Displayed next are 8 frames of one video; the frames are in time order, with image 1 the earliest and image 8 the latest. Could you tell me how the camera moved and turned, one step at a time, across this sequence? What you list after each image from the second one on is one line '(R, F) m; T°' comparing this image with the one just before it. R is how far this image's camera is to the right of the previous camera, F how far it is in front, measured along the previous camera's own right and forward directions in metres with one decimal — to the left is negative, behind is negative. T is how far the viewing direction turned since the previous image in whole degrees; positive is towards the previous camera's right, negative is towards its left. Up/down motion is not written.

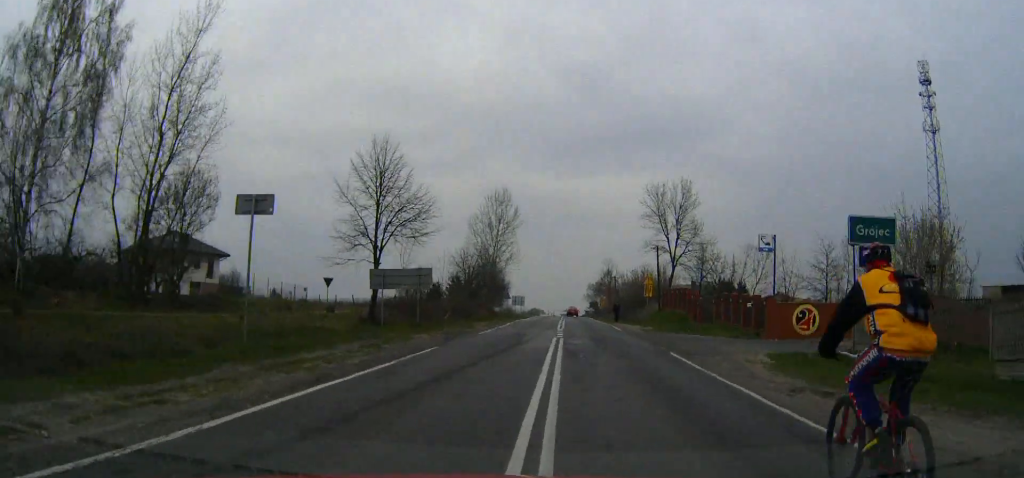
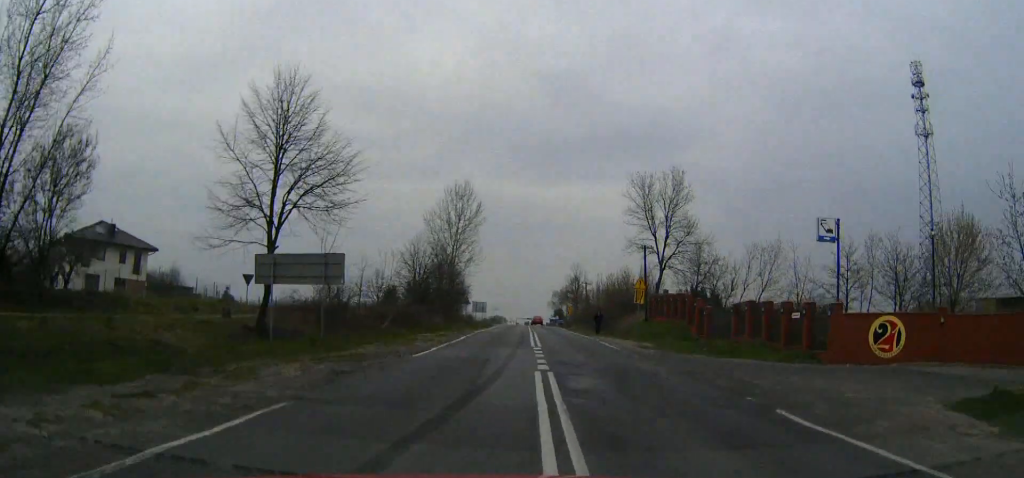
(0.0, +10.5) m; +2°
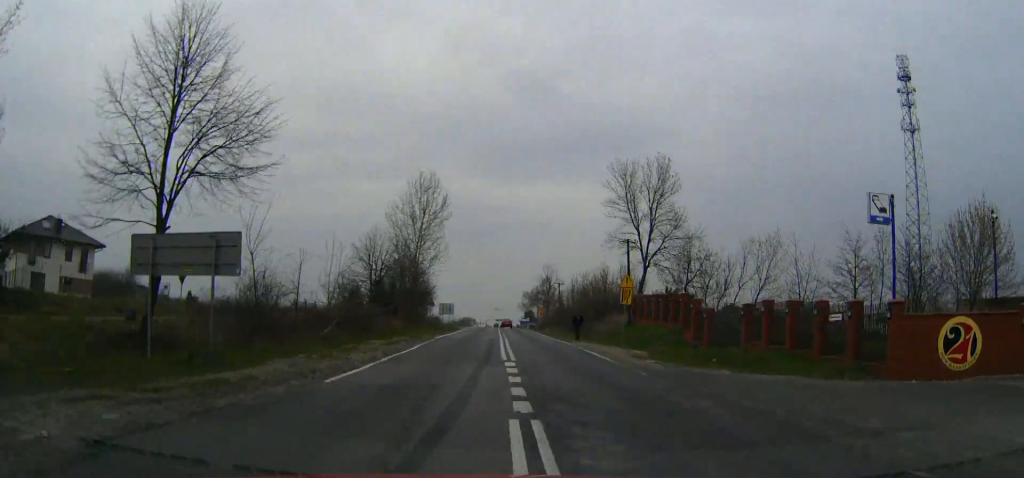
(0.0, +5.8) m; +1°
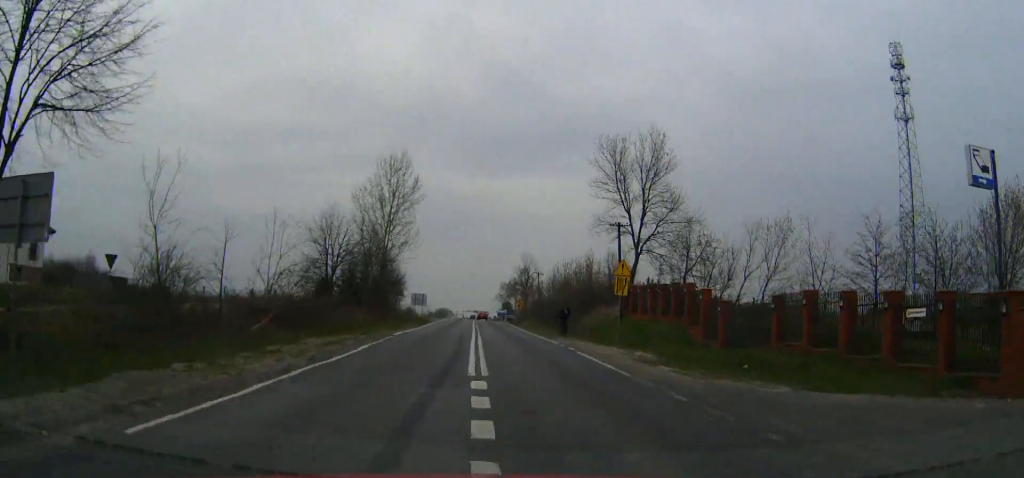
(+0.1, +6.0) m; +1°
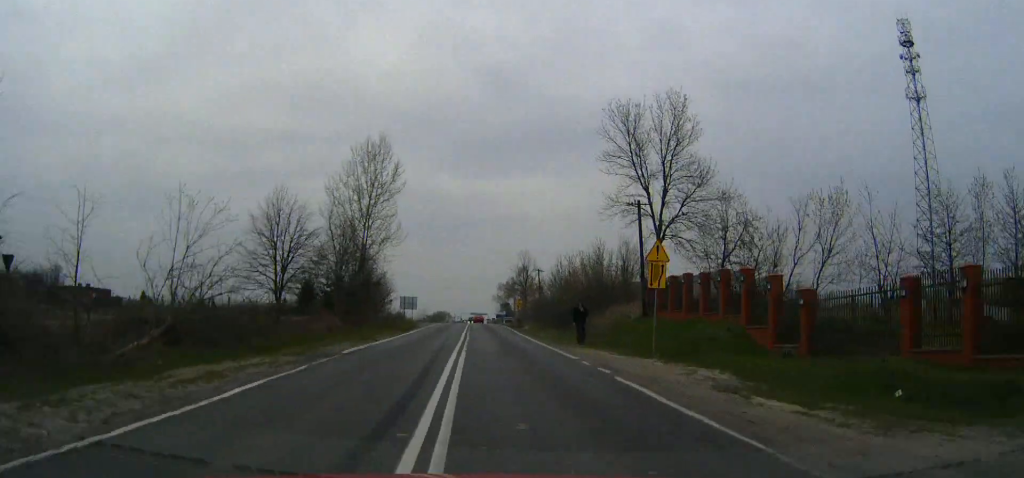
(+0.2, +8.6) m; +1°
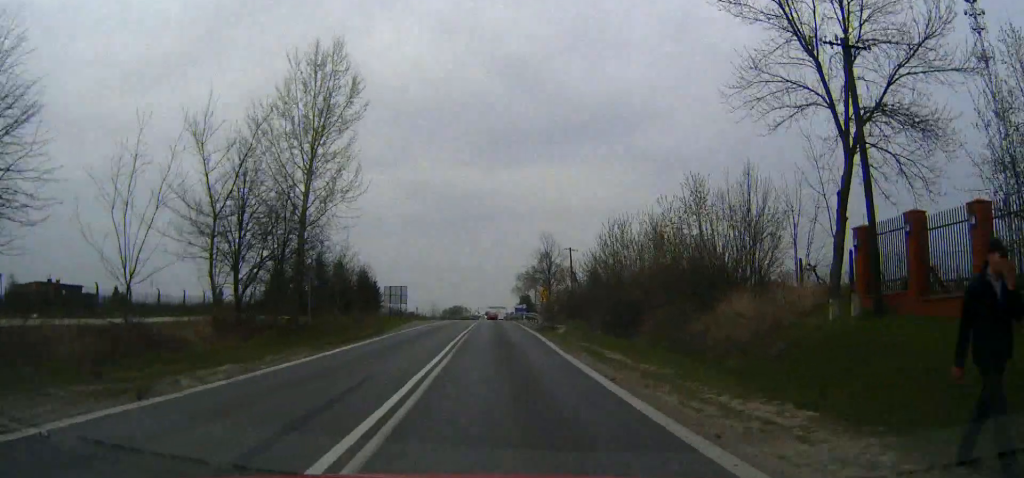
(-0.1, +22.8) m; -1°
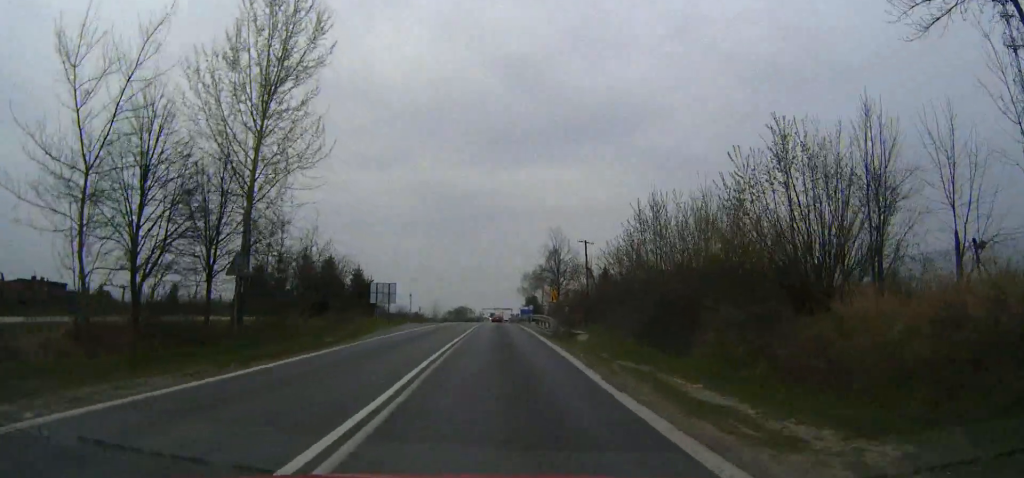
(0.0, +9.0) m; 0°
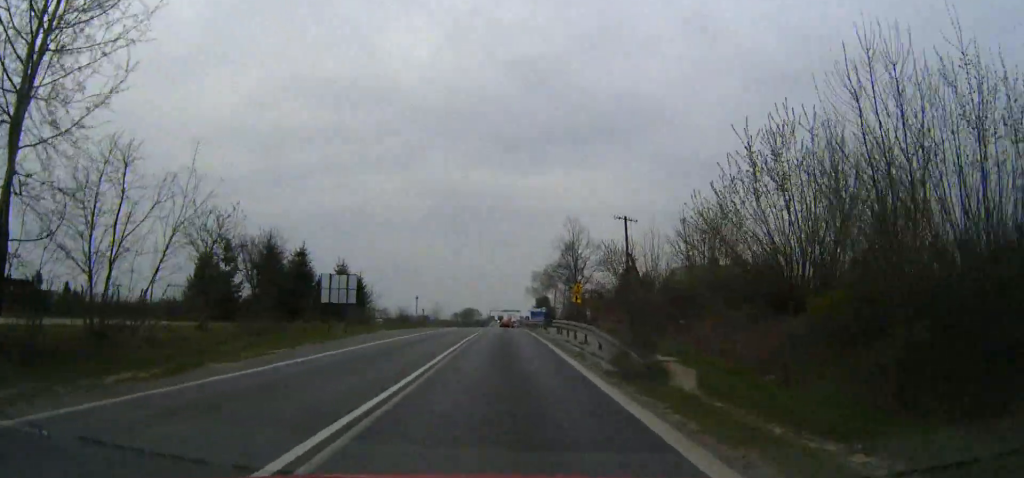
(-0.2, +16.9) m; -1°
